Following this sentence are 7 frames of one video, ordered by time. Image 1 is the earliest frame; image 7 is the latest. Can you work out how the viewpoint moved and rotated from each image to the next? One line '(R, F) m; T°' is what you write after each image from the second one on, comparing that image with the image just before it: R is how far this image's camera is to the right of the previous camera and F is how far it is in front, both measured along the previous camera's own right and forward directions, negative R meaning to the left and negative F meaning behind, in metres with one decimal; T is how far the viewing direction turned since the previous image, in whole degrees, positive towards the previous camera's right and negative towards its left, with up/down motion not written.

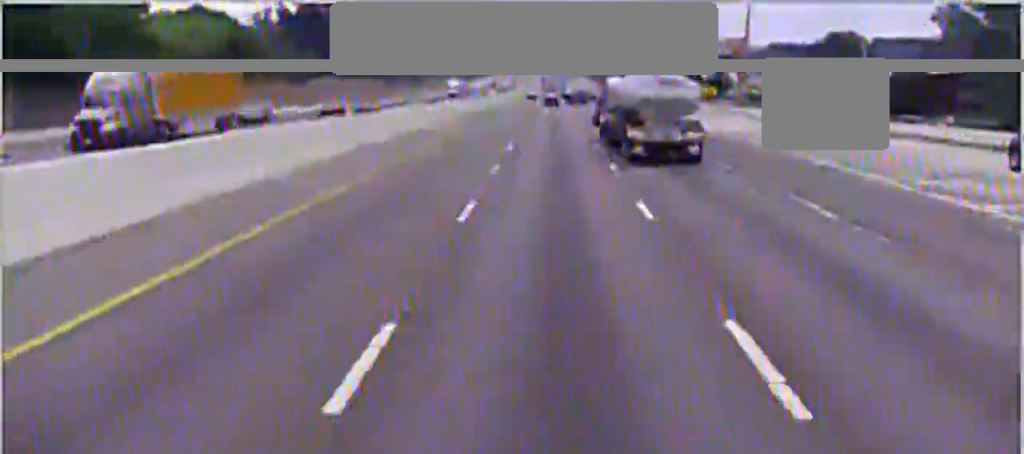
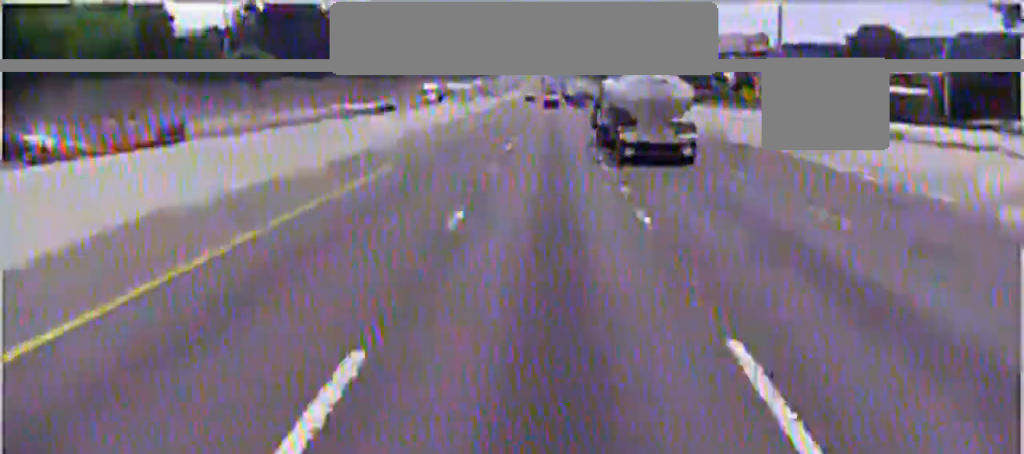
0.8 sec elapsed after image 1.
(+0.1, +25.5) m; 0°
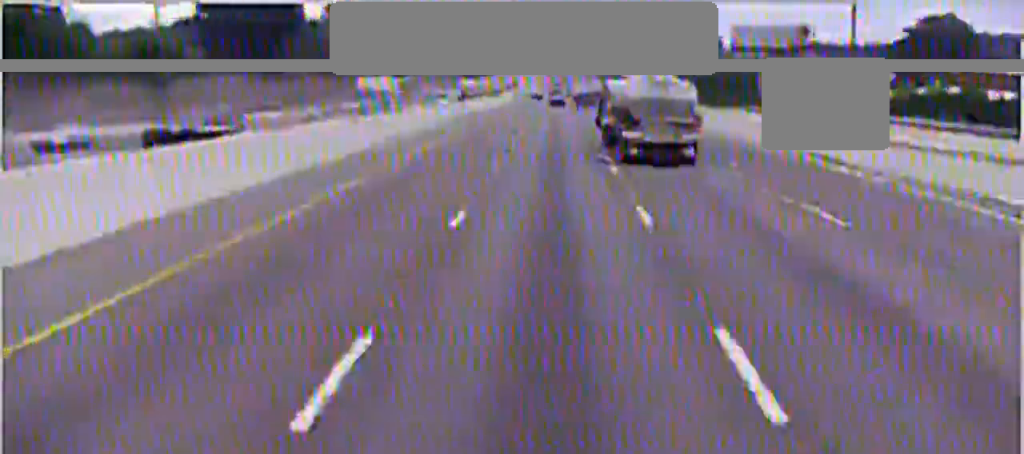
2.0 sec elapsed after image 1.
(-0.1, +35.7) m; 0°
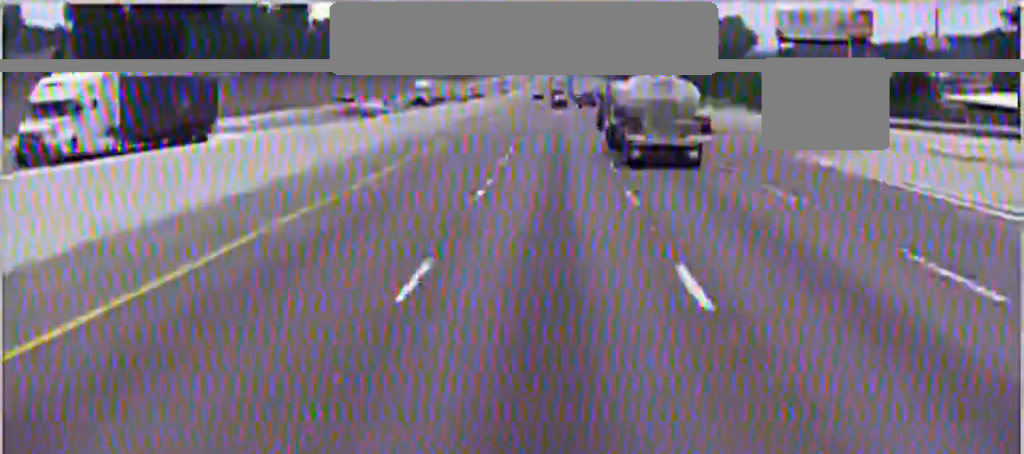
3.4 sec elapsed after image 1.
(0.0, +44.1) m; 0°
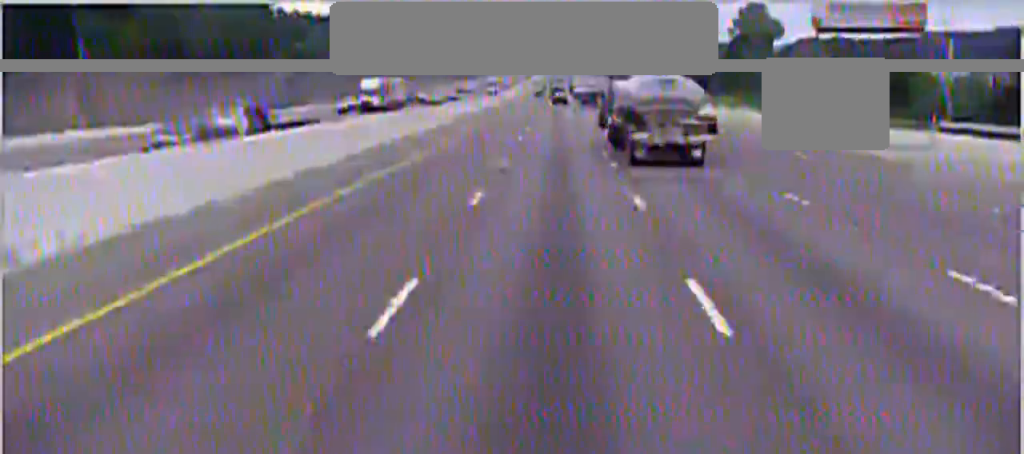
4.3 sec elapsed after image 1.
(0.0, +25.7) m; 0°
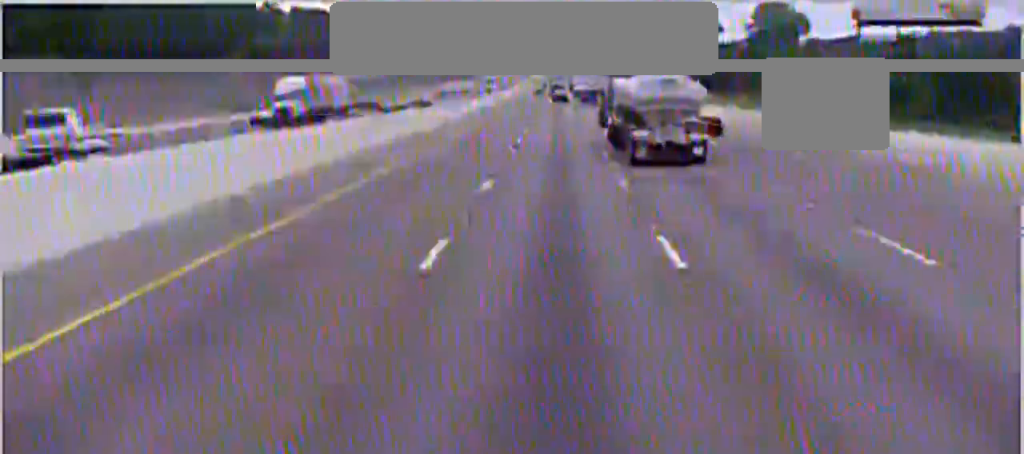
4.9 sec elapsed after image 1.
(+0.2, +20.4) m; 0°
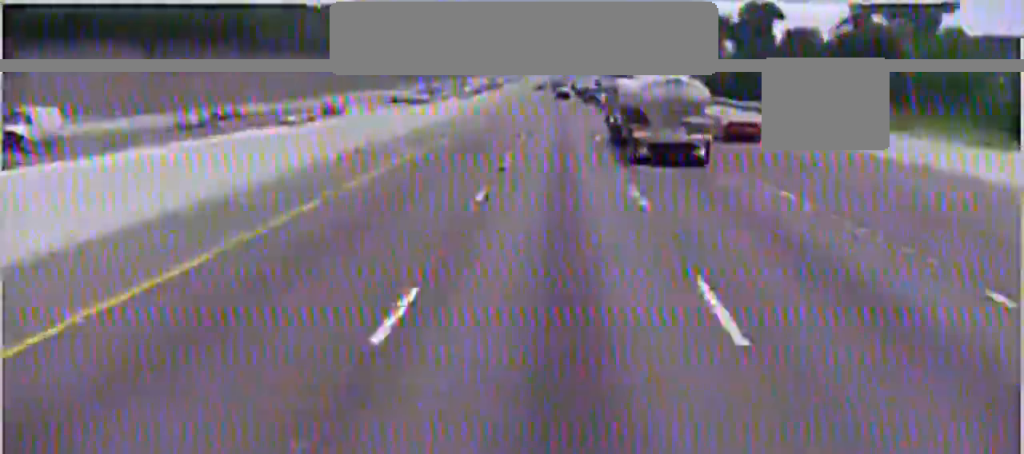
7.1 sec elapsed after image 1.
(-0.8, +64.8) m; -1°
